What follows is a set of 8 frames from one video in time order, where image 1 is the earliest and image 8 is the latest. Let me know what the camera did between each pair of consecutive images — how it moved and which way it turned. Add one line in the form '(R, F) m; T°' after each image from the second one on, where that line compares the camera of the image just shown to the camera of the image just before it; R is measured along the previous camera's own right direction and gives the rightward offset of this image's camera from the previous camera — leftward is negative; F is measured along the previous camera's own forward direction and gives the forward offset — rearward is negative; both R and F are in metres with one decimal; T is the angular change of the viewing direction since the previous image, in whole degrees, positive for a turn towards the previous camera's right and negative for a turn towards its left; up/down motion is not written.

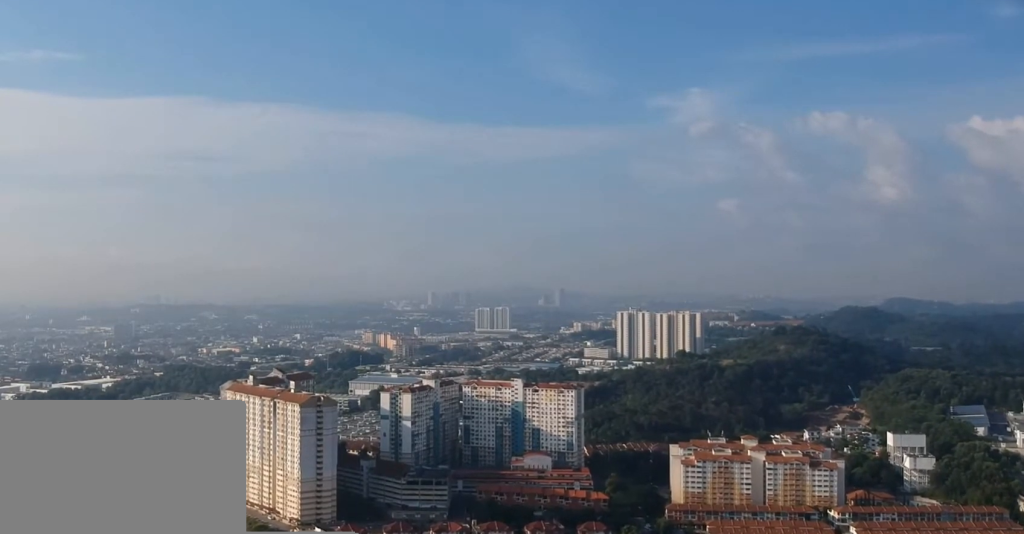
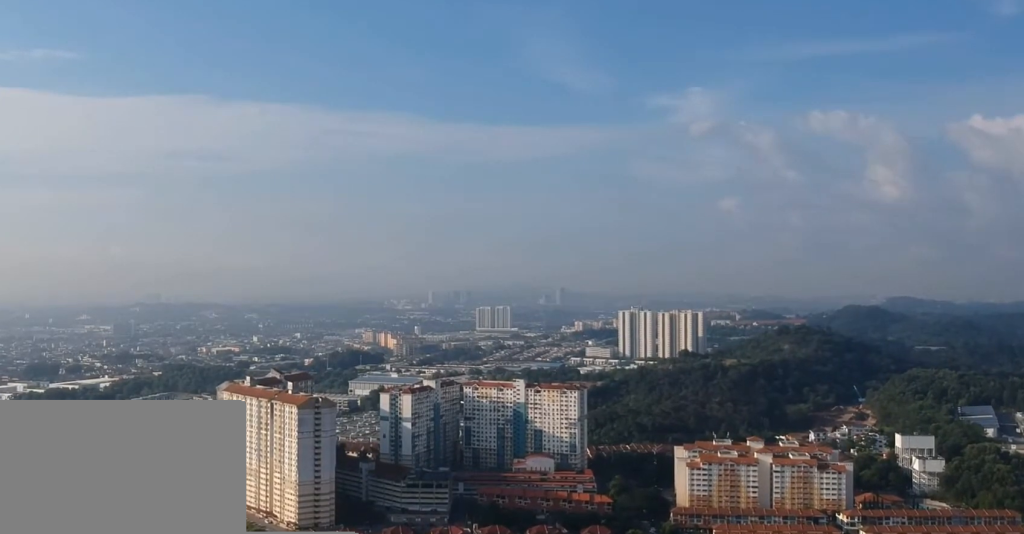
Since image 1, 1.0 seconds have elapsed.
(0.0, +12.6) m; 0°
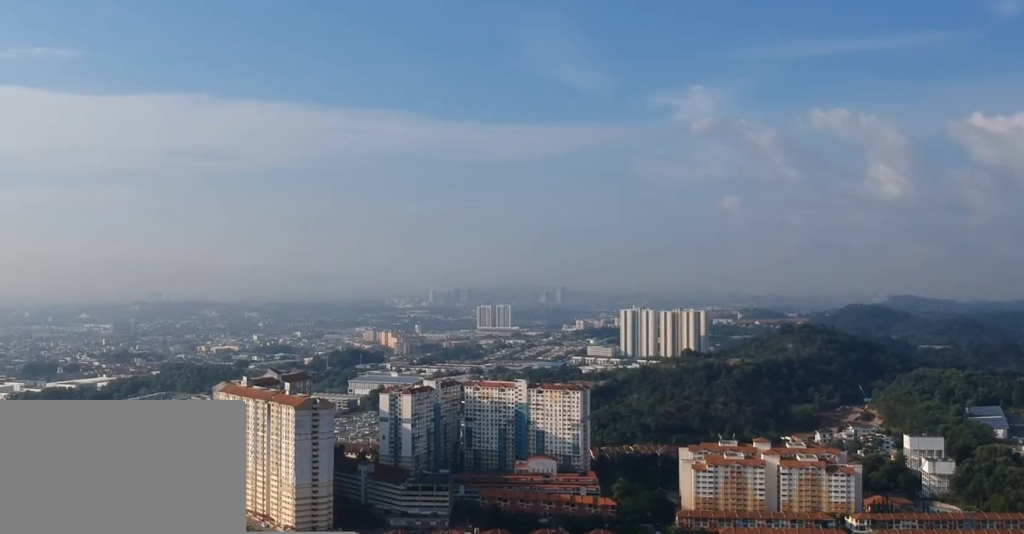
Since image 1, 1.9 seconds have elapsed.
(0.0, +12.6) m; 0°
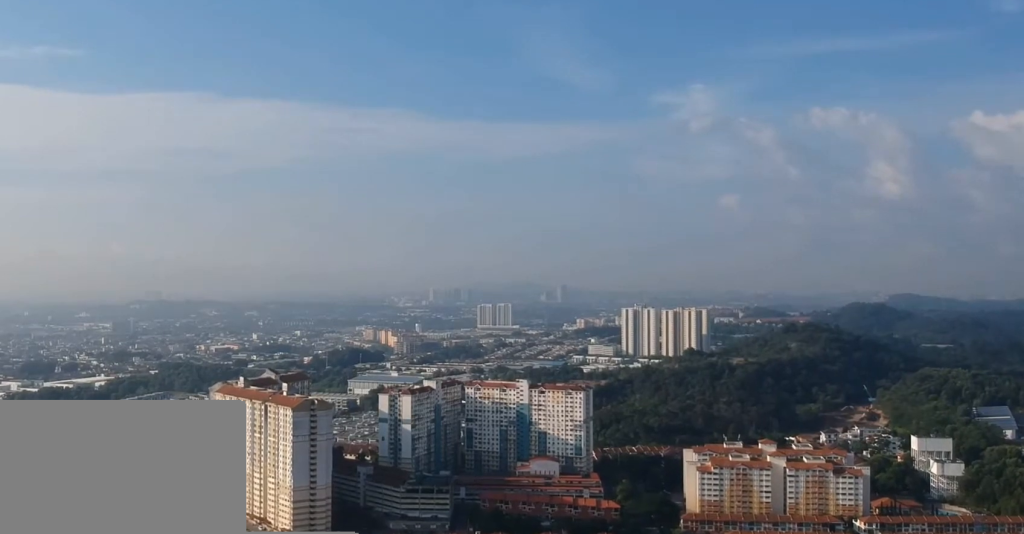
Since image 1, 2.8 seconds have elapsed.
(0.0, +11.1) m; 0°
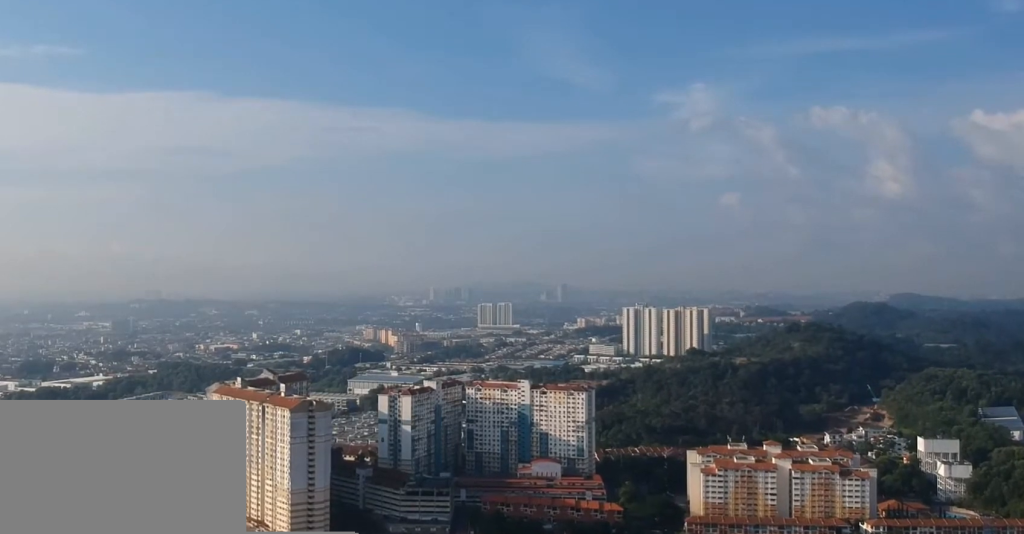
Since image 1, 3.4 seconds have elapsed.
(0.0, +9.0) m; 0°
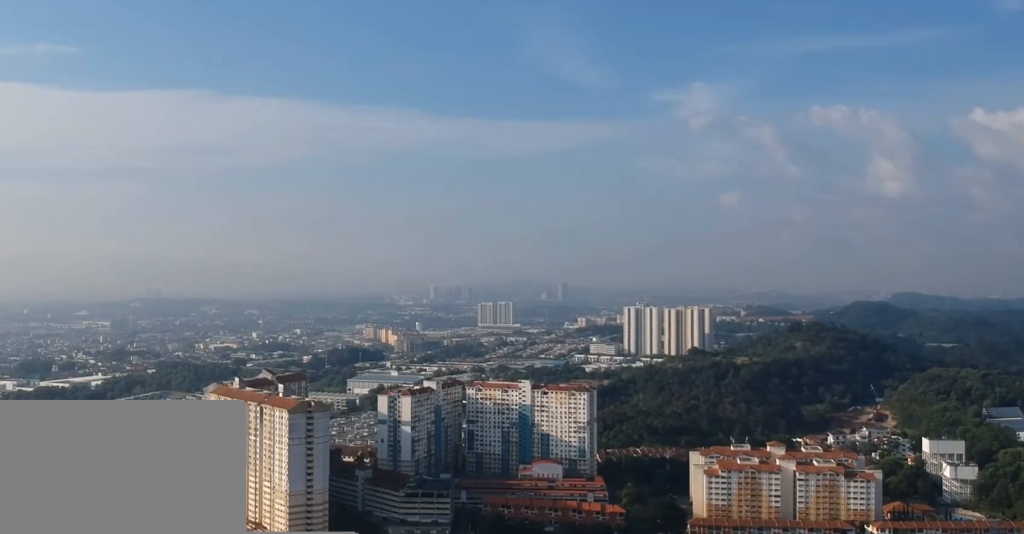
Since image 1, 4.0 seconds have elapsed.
(0.0, +7.4) m; 0°
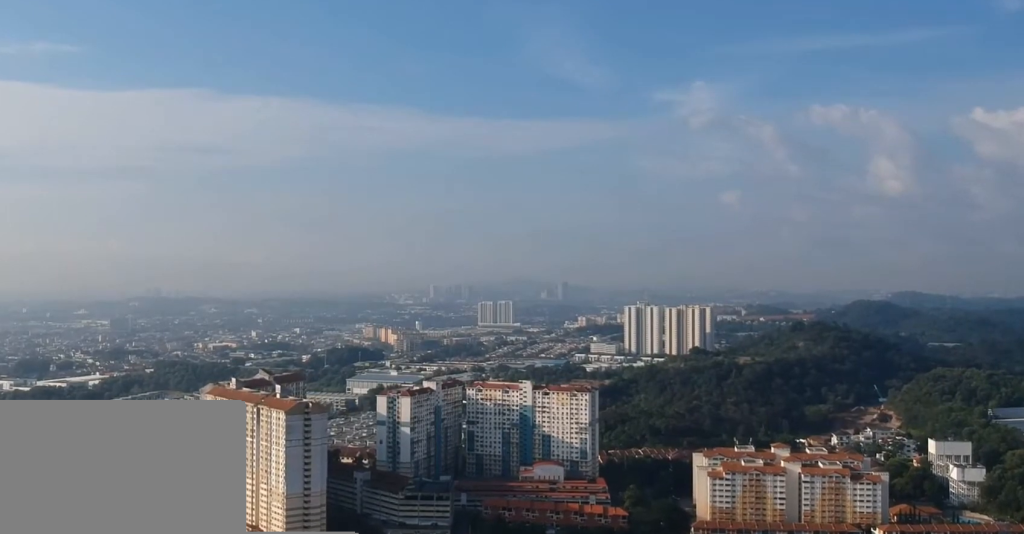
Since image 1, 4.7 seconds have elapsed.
(0.0, +9.0) m; 0°
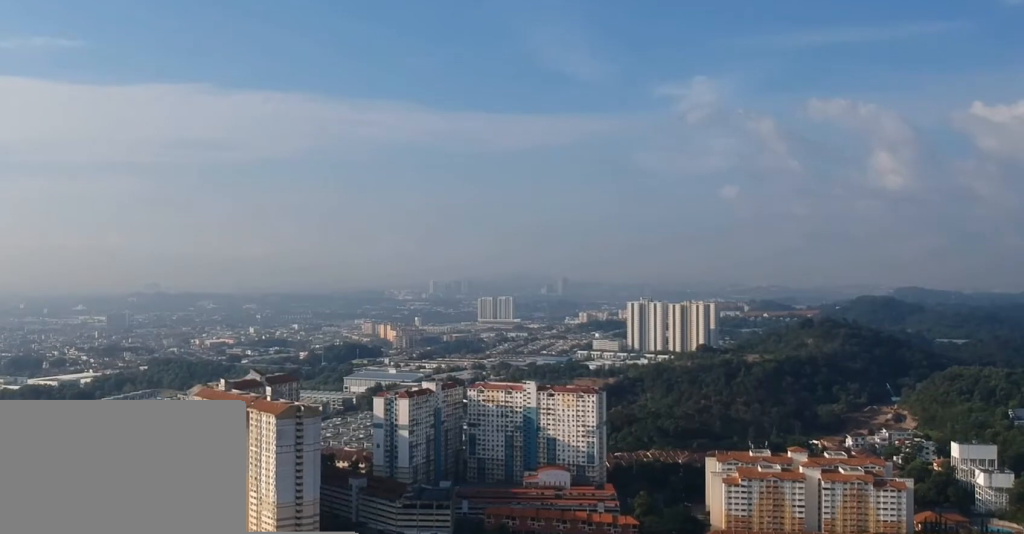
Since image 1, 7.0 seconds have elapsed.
(+0.1, +30.9) m; 0°
